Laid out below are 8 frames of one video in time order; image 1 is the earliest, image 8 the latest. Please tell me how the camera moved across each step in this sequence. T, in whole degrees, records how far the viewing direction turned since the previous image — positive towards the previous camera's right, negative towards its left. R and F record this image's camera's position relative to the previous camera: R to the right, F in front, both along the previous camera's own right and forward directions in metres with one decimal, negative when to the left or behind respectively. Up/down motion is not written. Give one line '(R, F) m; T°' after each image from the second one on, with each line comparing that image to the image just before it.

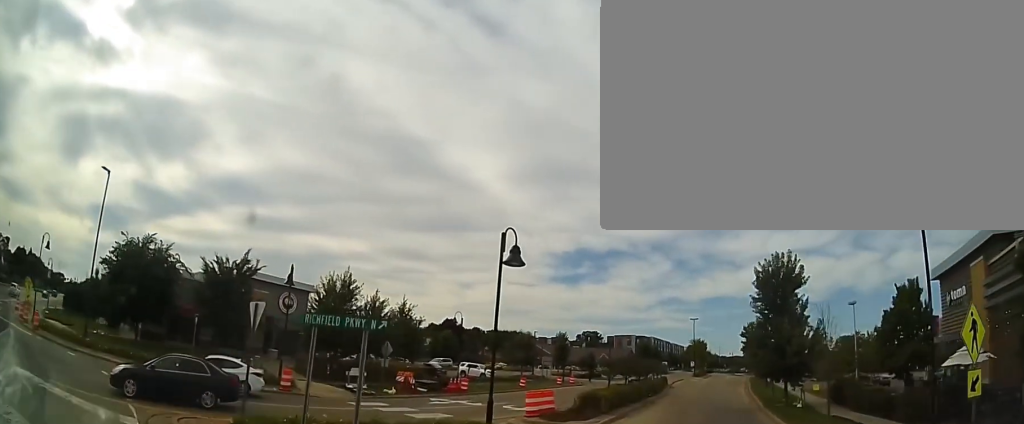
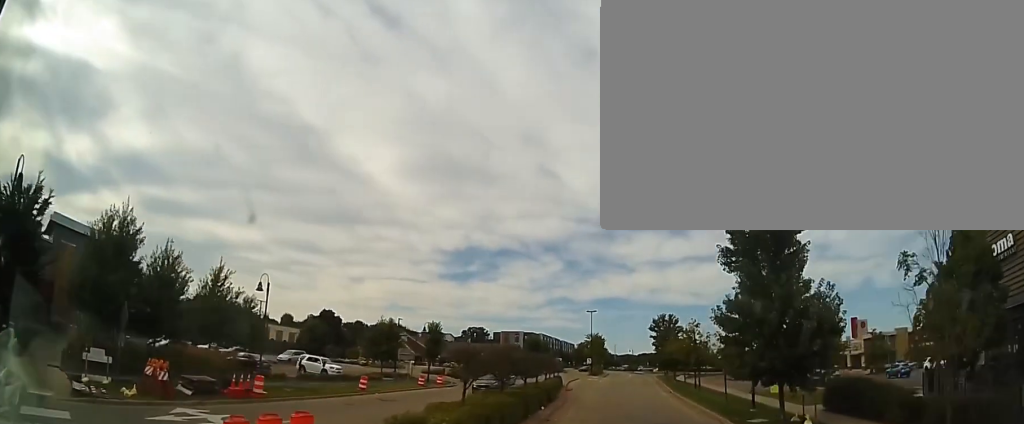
(+2.0, +9.7) m; +13°
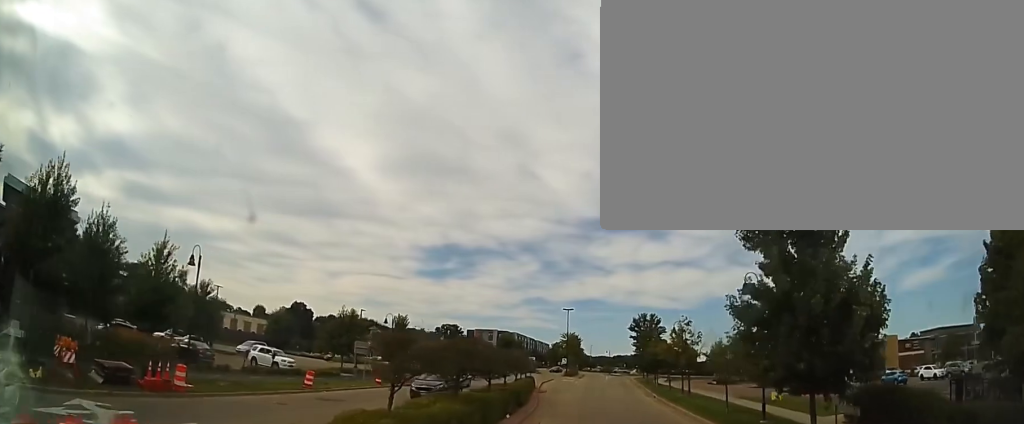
(-0.1, +3.2) m; +1°
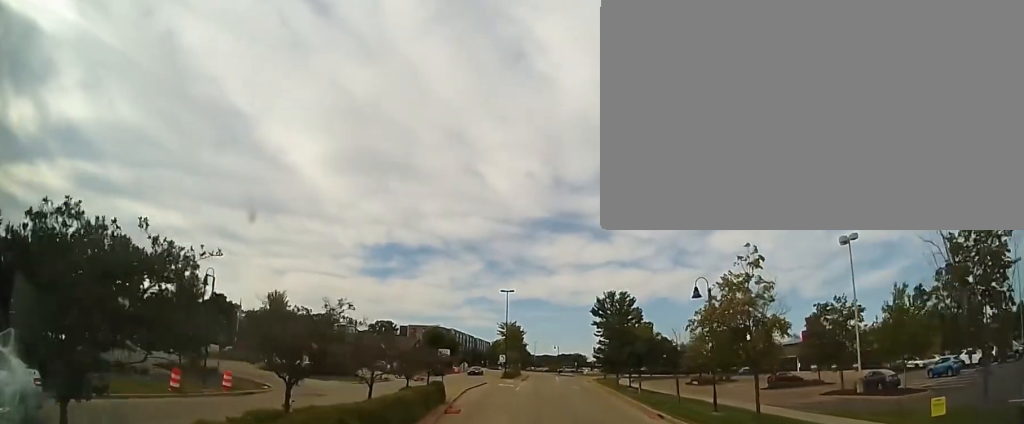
(+1.0, +15.3) m; +6°
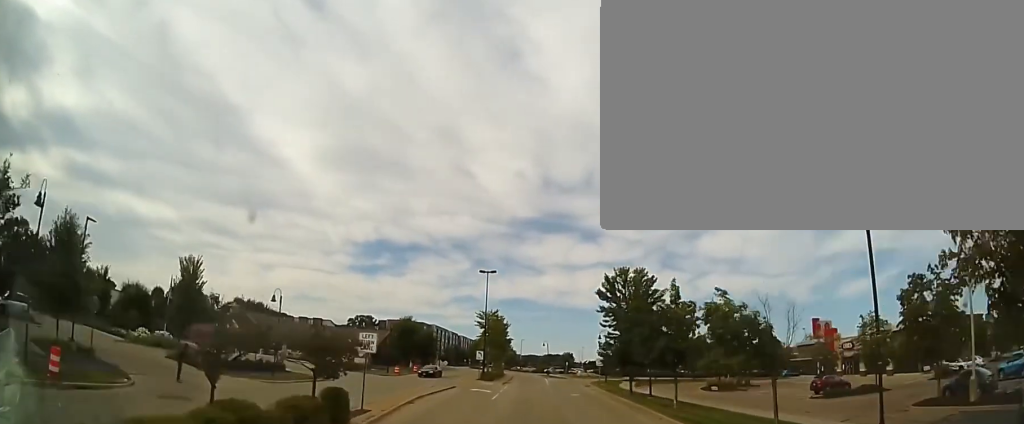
(+0.4, +9.8) m; +3°
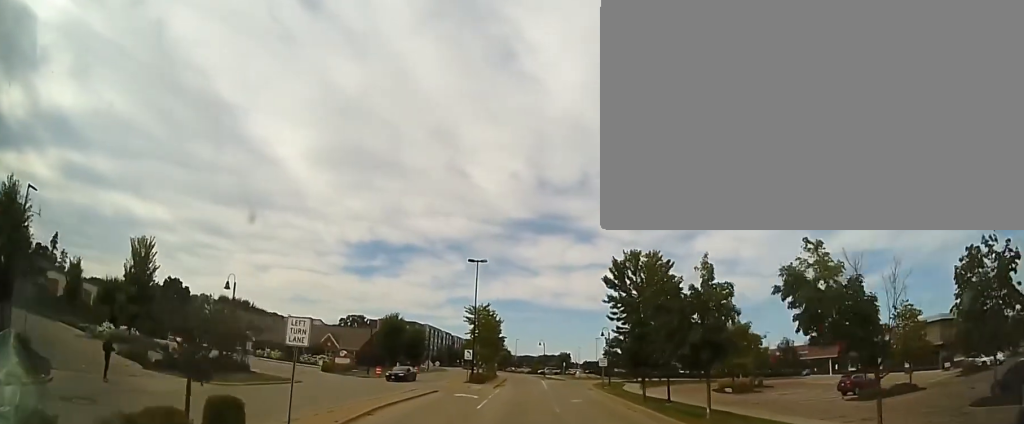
(0.0, +4.3) m; 0°
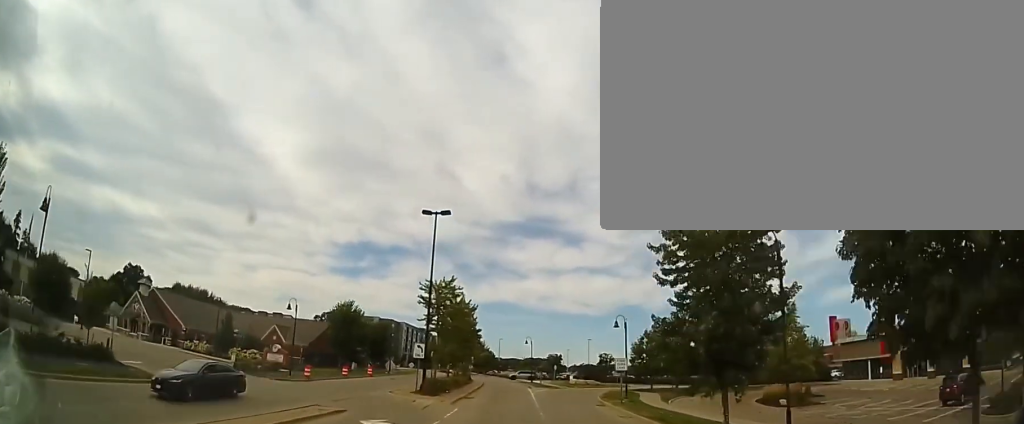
(0.0, +12.1) m; 0°
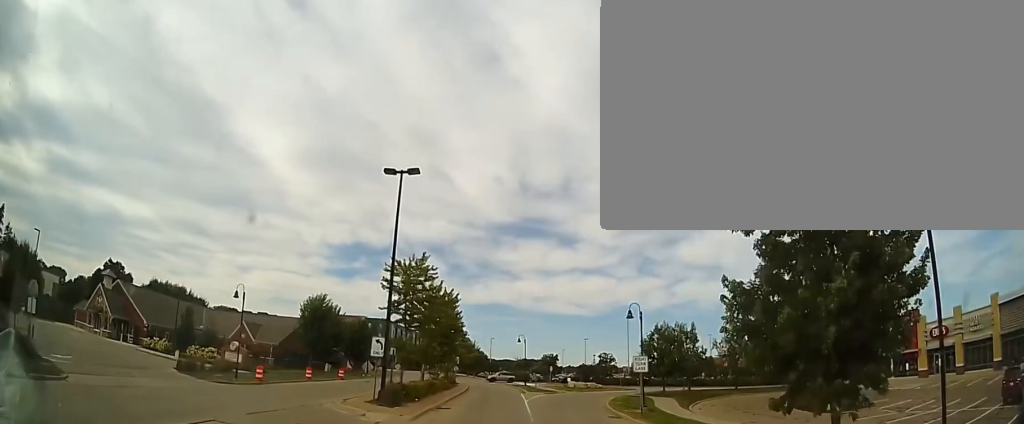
(0.0, +5.8) m; 0°
